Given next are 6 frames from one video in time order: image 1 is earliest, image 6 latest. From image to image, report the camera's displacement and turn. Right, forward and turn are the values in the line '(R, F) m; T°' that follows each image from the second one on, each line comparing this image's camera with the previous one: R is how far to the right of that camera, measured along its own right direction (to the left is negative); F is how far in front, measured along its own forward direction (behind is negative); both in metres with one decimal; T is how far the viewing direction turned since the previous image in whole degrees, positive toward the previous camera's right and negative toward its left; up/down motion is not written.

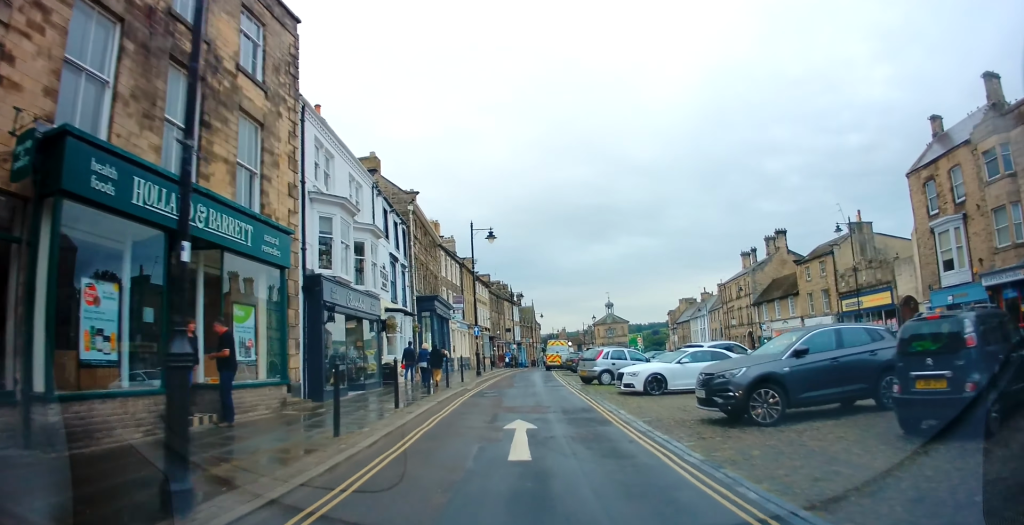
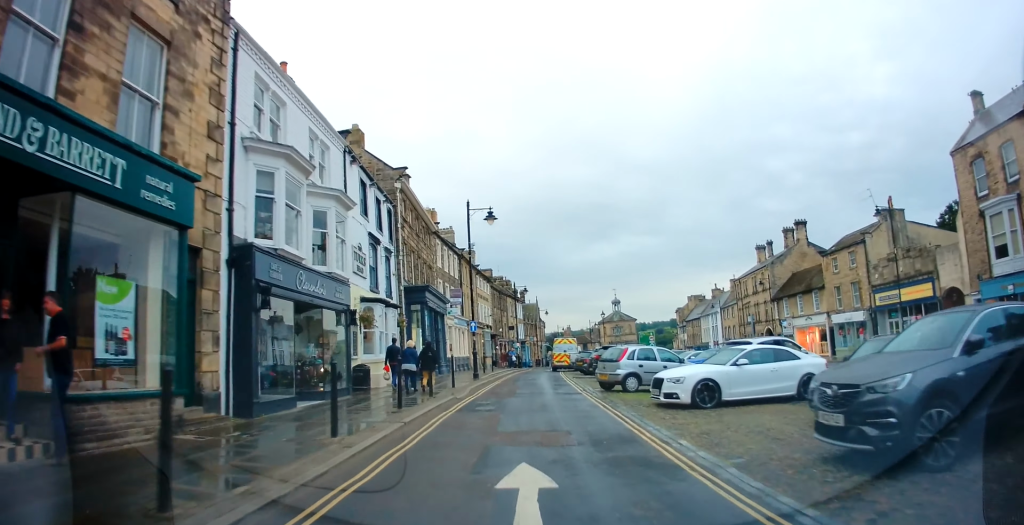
(-0.1, +4.0) m; -1°
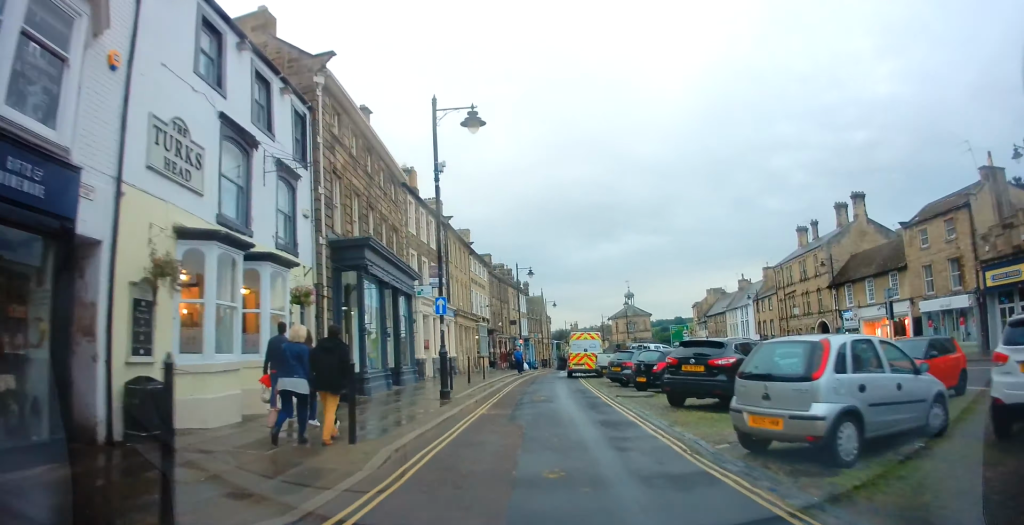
(-0.3, +11.1) m; -3°
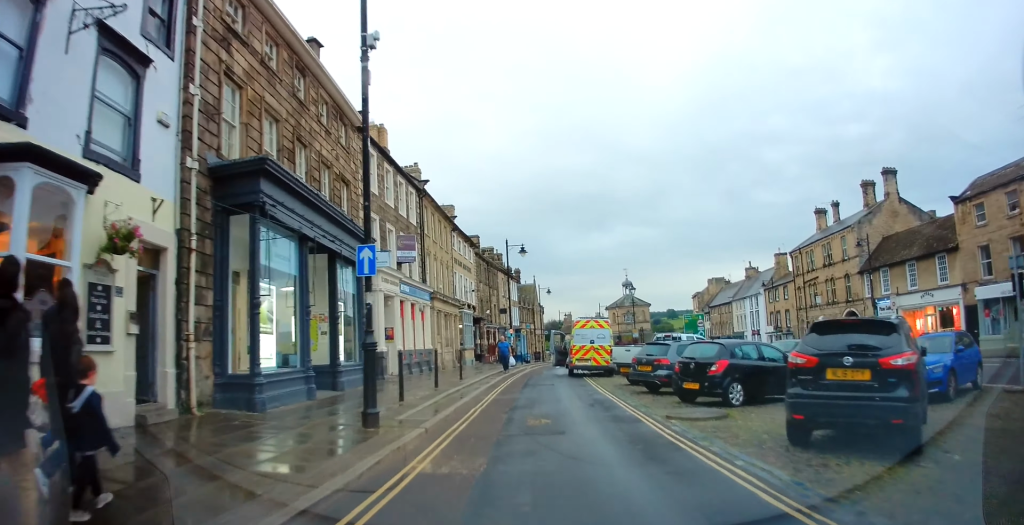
(-0.2, +6.5) m; +2°
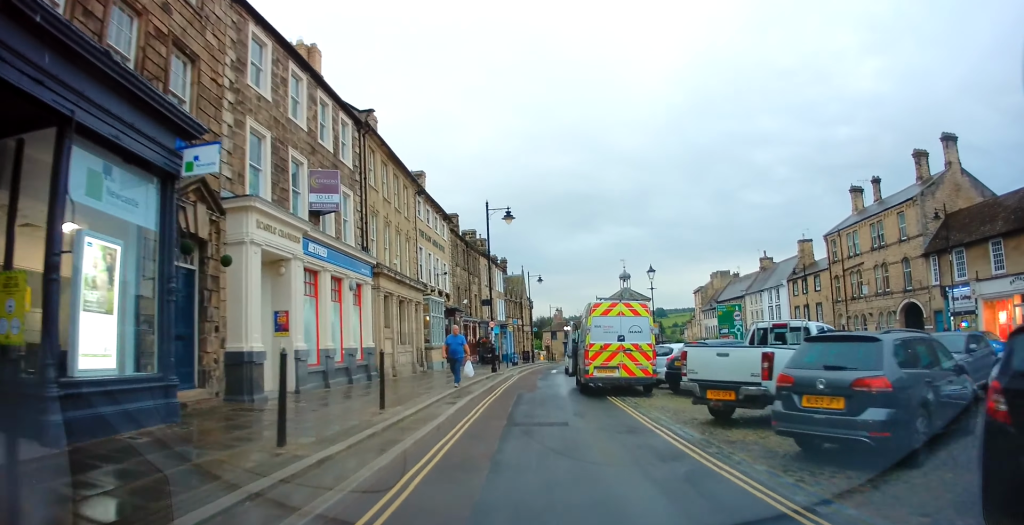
(+0.5, +9.8) m; +1°
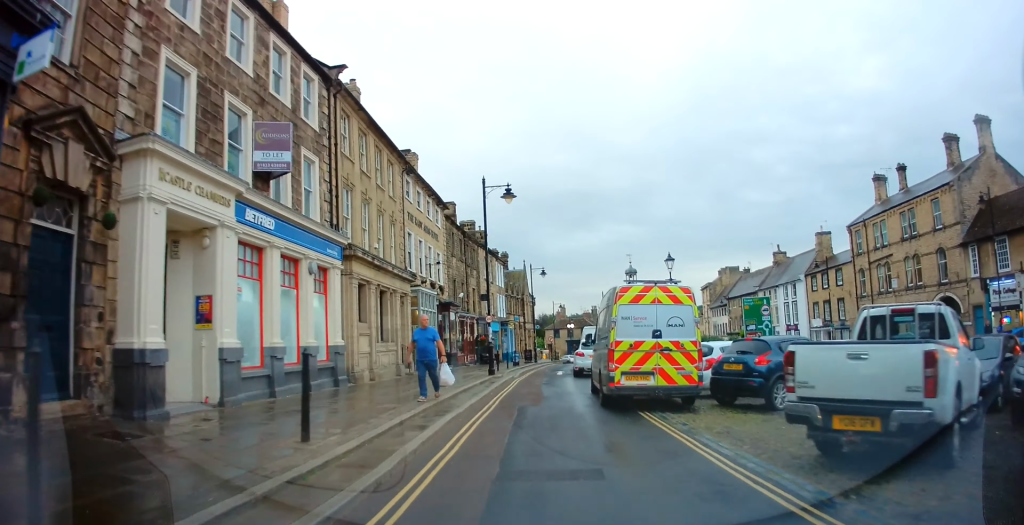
(-0.1, +3.9) m; -2°
